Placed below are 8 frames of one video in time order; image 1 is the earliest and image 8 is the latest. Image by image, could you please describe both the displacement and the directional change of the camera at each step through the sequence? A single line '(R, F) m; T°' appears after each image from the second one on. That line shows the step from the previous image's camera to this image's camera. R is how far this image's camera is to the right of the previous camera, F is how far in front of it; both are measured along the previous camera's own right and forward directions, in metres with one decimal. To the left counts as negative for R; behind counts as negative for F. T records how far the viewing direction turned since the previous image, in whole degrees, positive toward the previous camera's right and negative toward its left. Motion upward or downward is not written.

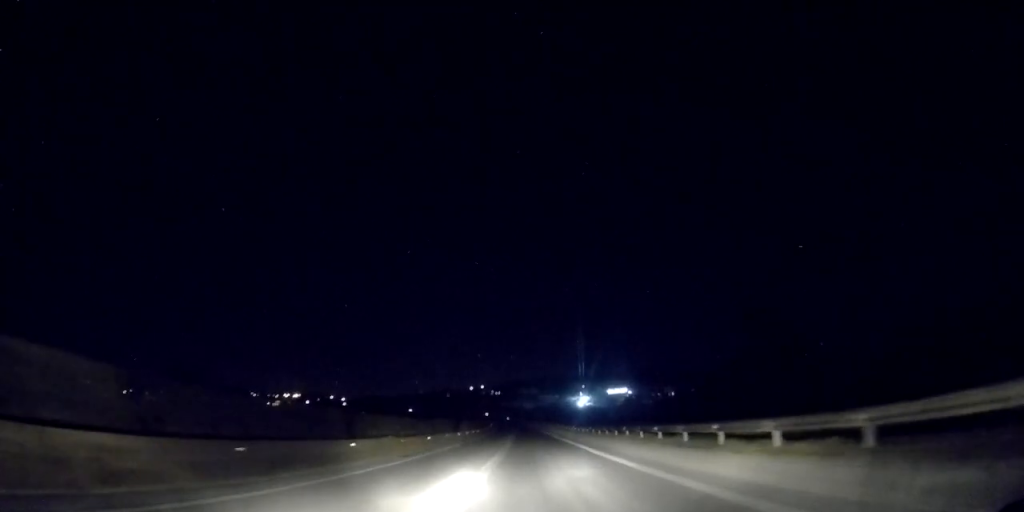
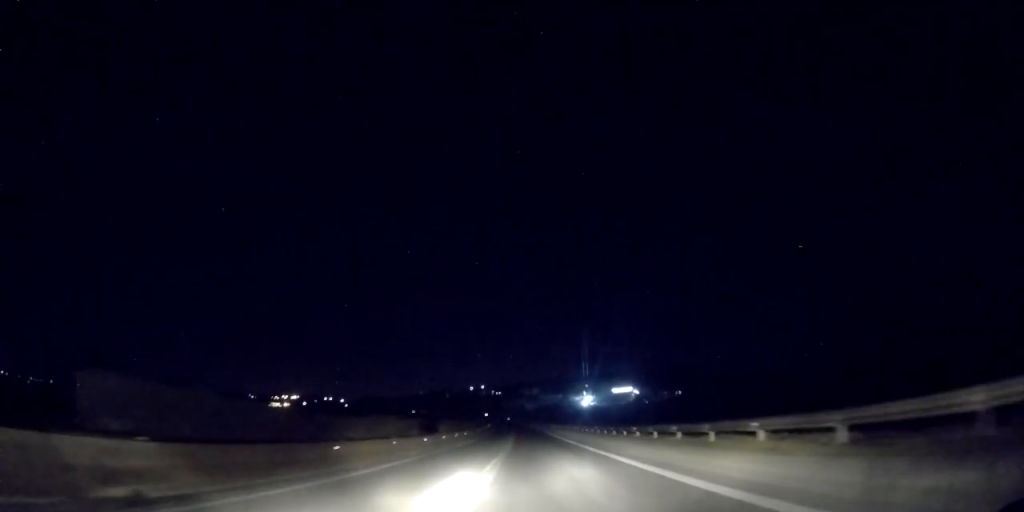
(+0.3, +19.2) m; -1°
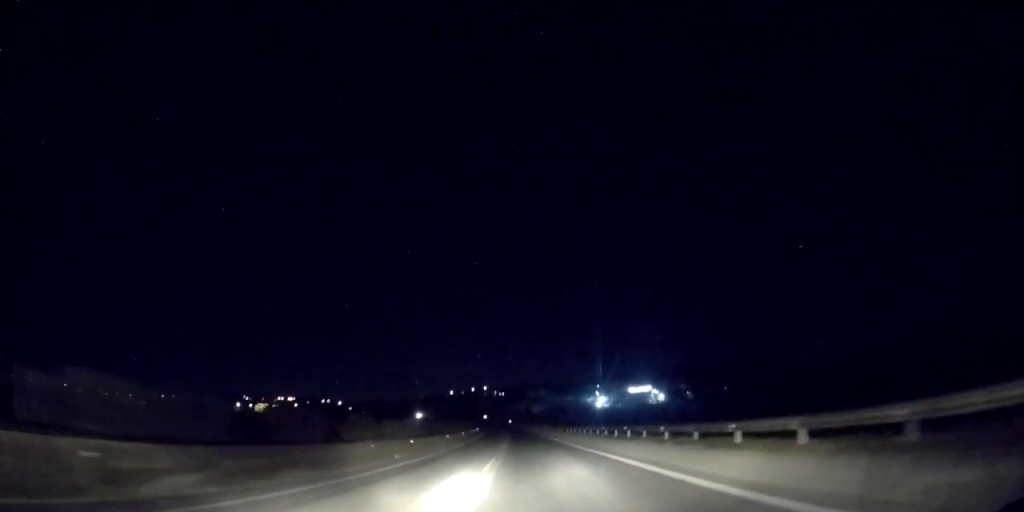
(-0.6, +55.4) m; -1°
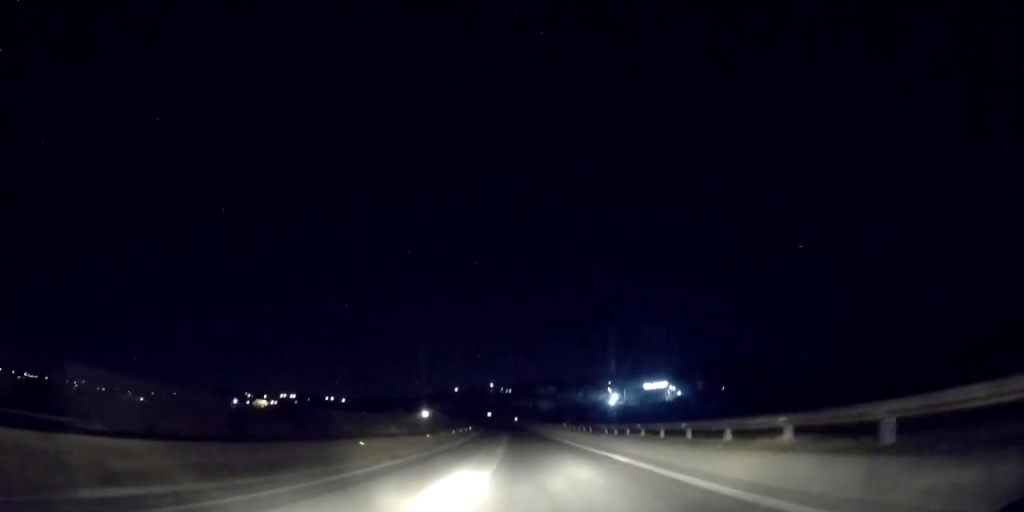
(-0.7, +27.8) m; -1°
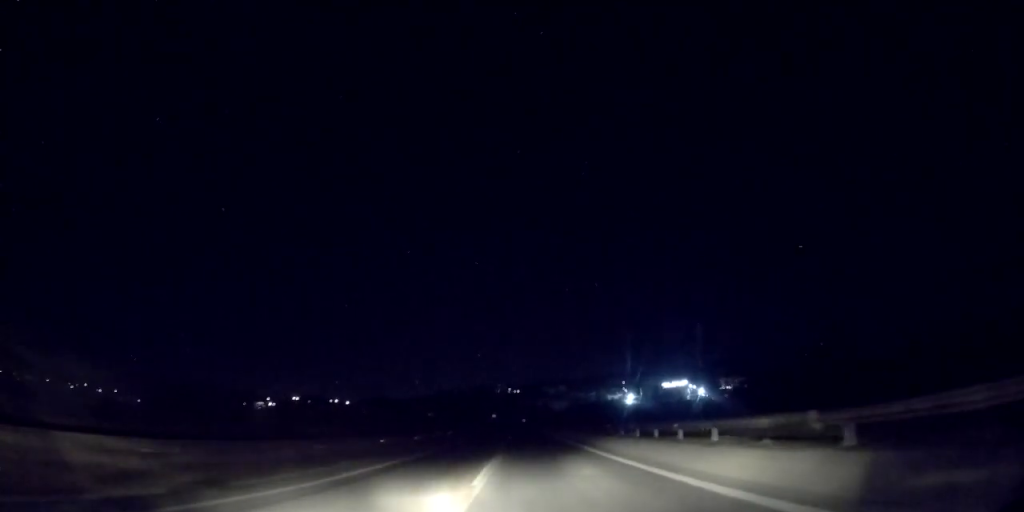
(0.0, +30.5) m; -1°
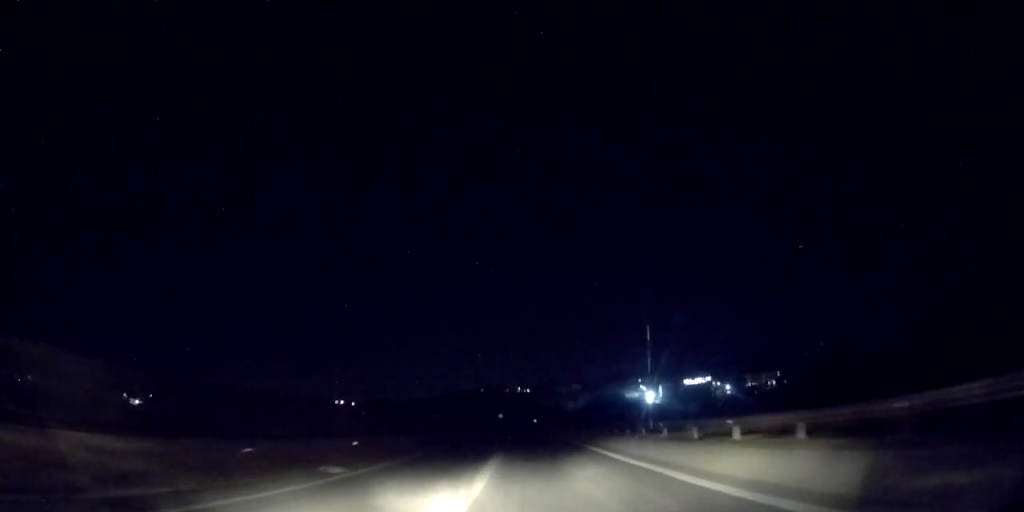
(-0.5, +30.0) m; -1°
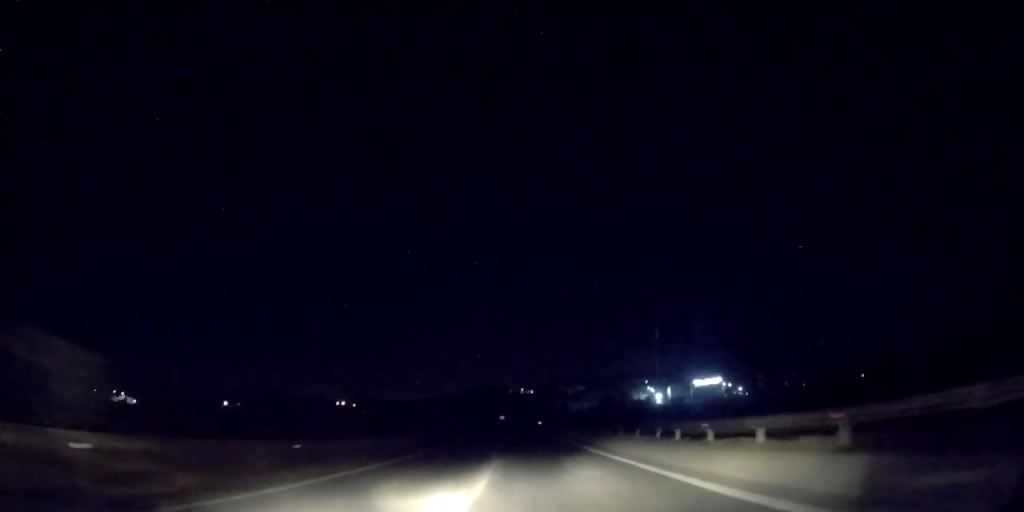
(0.0, +13.7) m; -1°
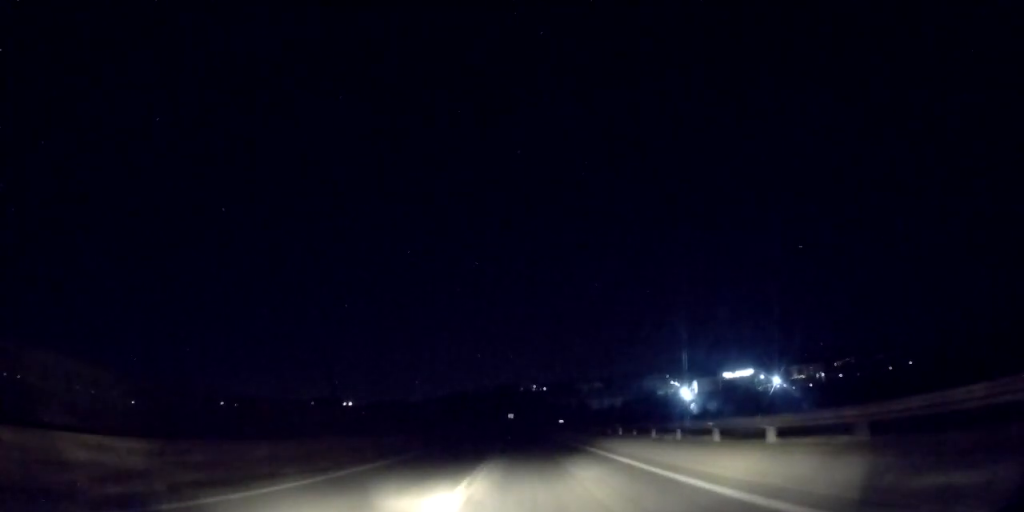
(-0.4, +32.0) m; -1°
